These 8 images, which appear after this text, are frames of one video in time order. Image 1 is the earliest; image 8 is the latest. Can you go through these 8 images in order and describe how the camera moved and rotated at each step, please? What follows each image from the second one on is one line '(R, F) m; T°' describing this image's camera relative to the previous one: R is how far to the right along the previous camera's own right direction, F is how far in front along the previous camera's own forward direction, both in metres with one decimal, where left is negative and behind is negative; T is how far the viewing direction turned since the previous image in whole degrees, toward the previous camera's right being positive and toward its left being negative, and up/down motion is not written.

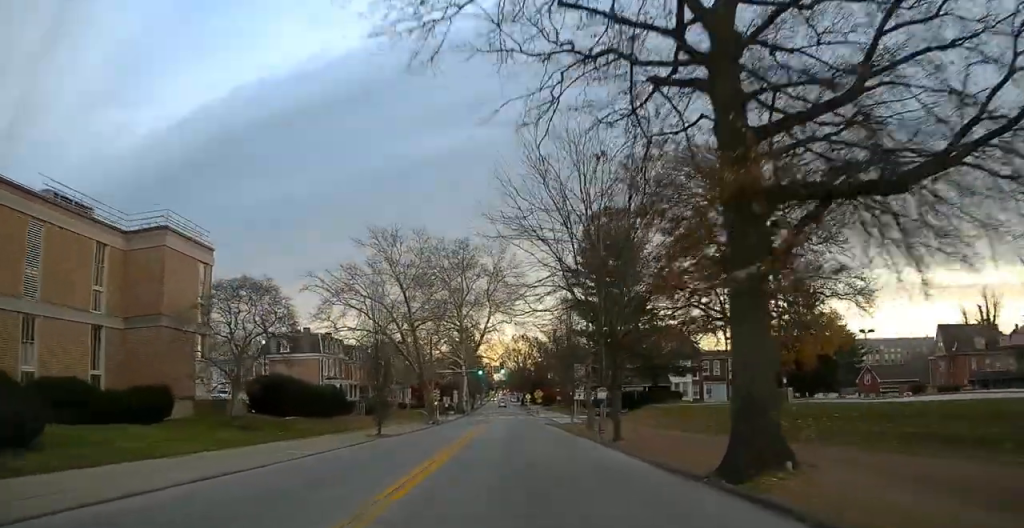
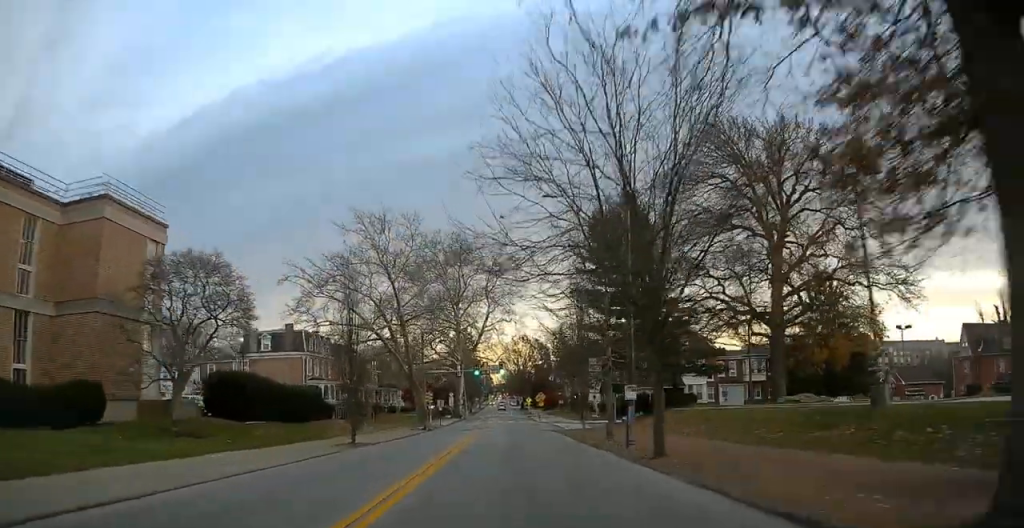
(0.0, +7.0) m; -1°
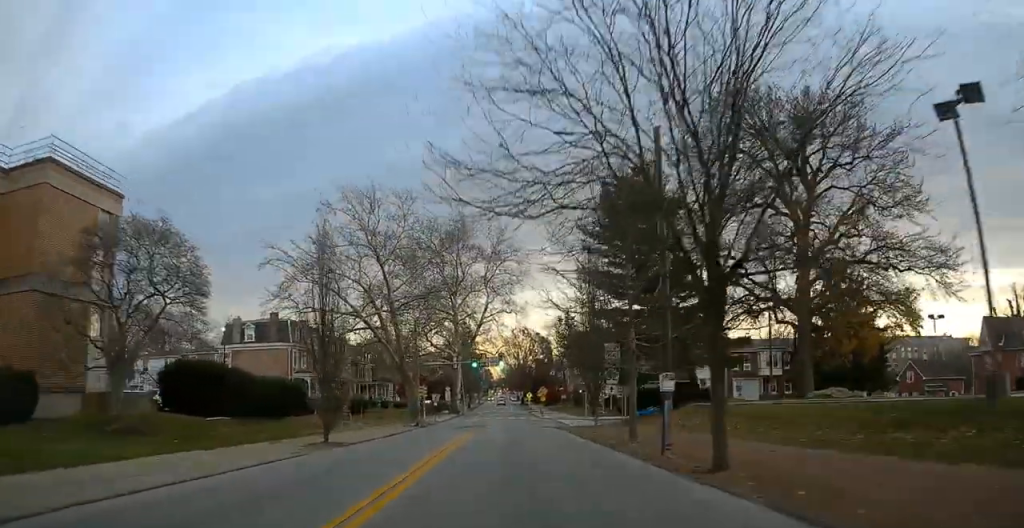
(-0.1, +5.2) m; 0°
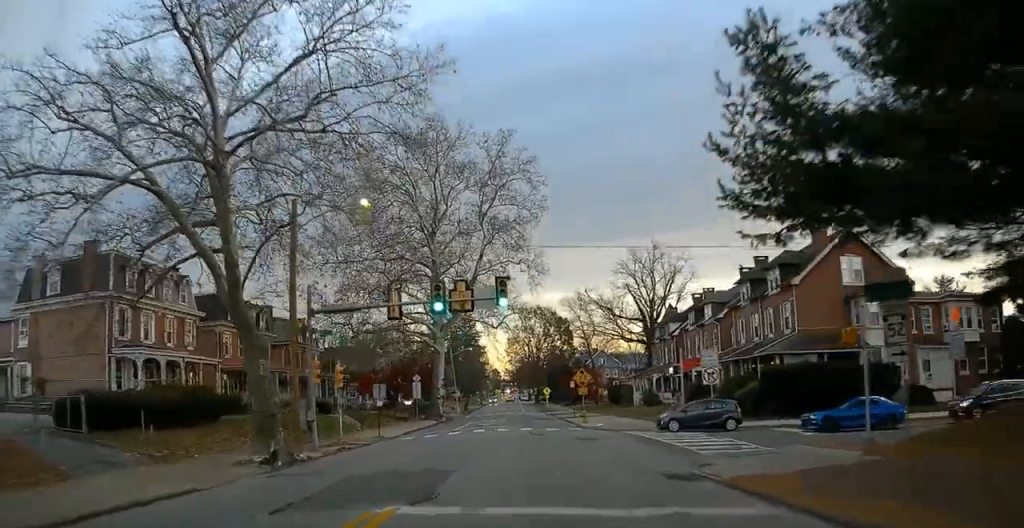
(-0.4, +35.4) m; 0°
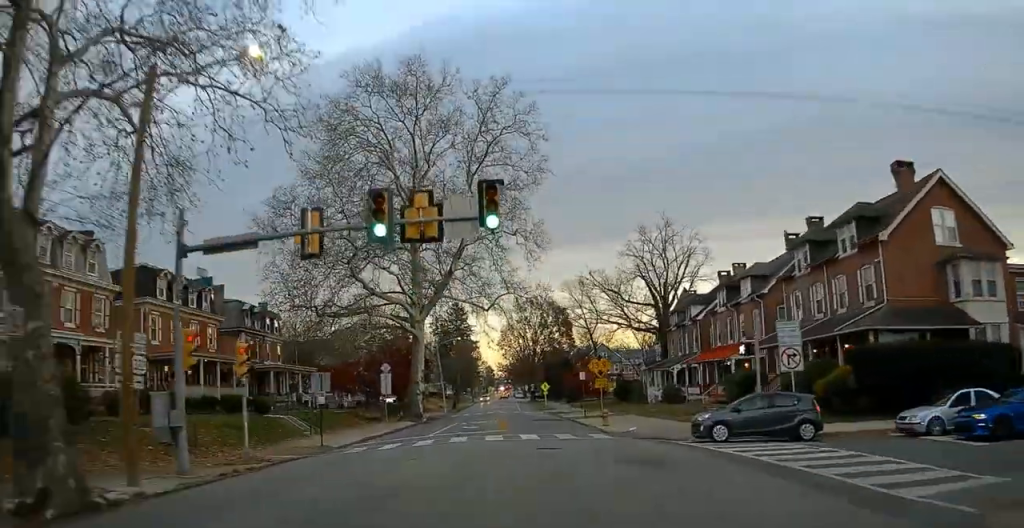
(+0.3, +10.8) m; +1°
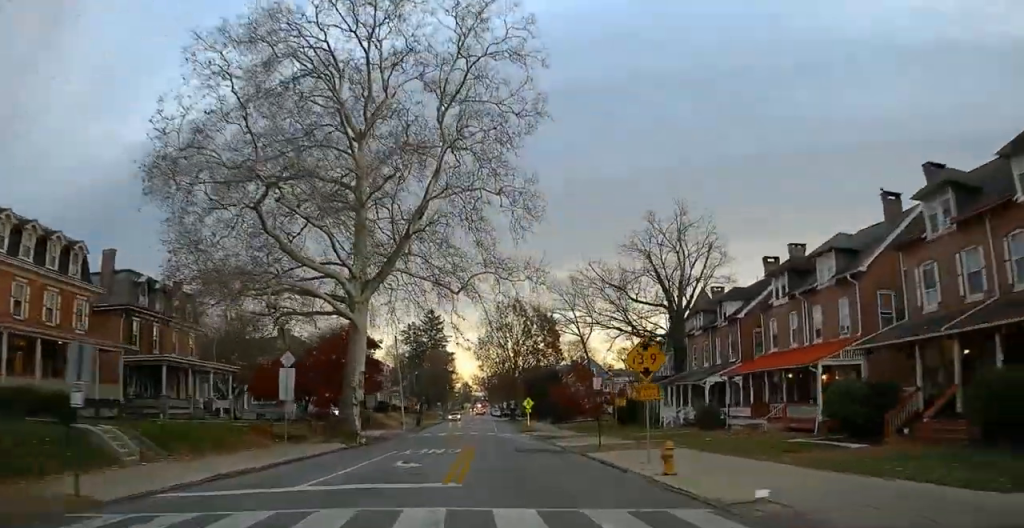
(0.0, +15.4) m; -1°
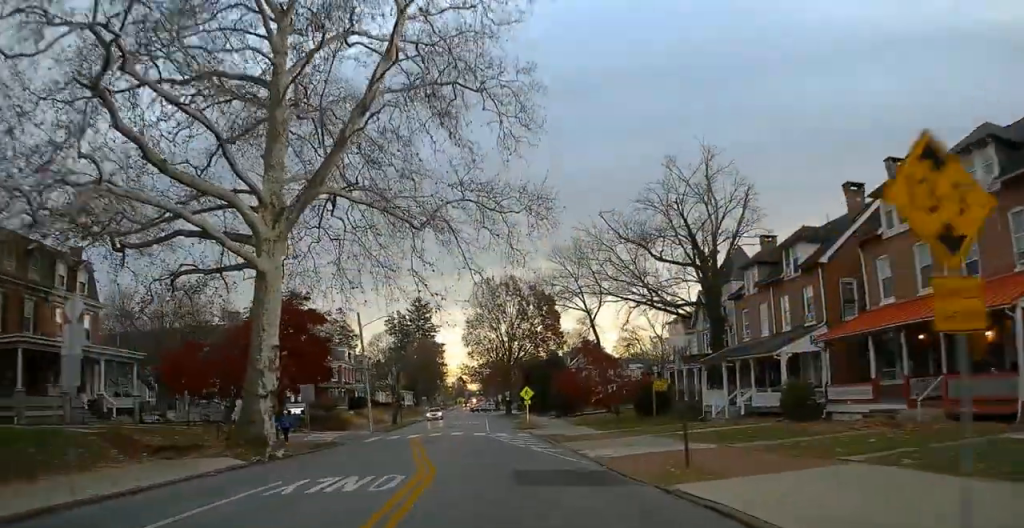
(-0.2, +13.7) m; +1°
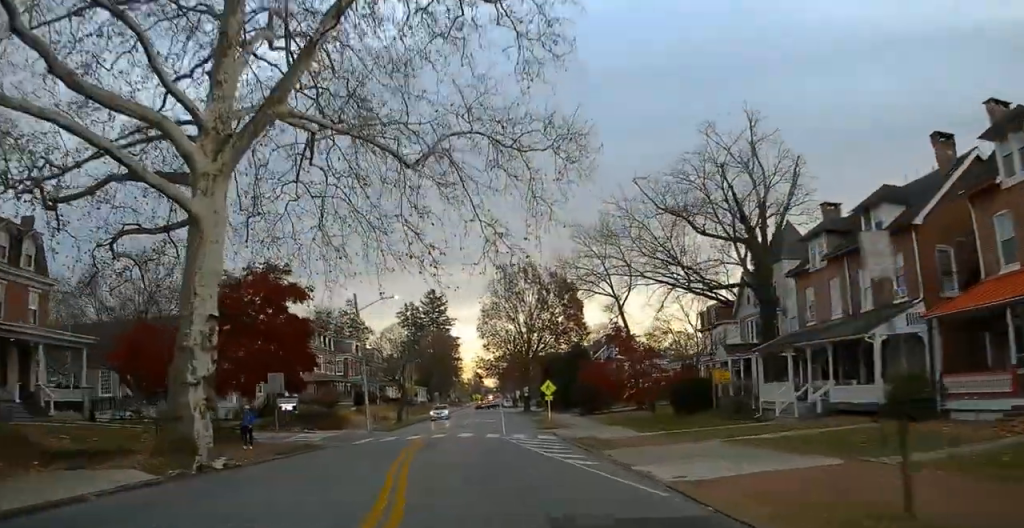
(+0.1, +7.1) m; +1°
